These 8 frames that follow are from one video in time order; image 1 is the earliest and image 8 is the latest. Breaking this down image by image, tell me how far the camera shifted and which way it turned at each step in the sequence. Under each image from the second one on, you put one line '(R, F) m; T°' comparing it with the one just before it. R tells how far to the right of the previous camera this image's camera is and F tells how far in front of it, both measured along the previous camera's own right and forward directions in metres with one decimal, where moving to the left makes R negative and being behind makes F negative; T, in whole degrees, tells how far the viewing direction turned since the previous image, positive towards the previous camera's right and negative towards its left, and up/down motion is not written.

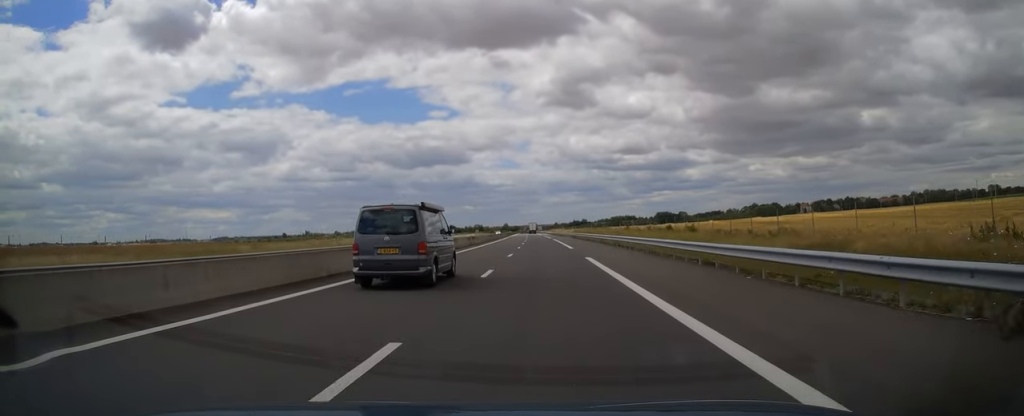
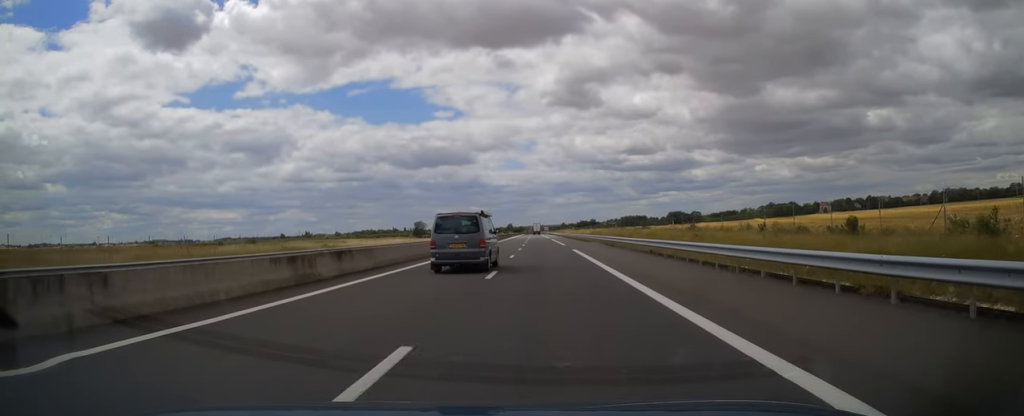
(-0.4, +39.2) m; -1°
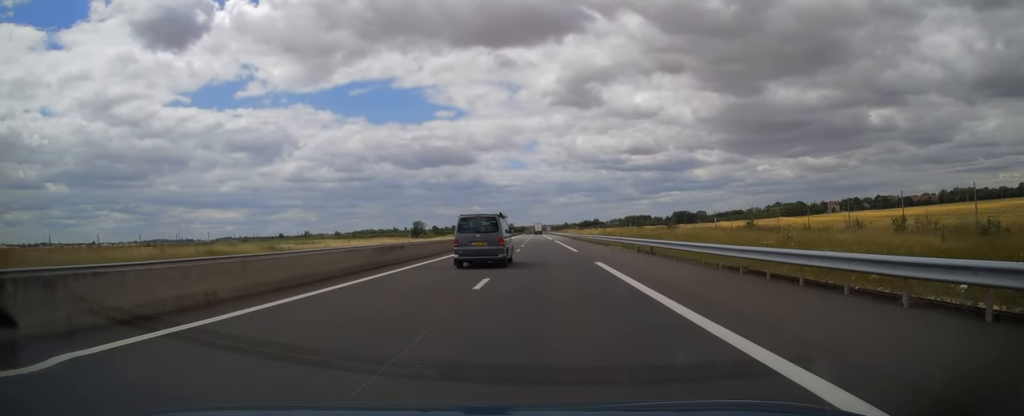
(-0.1, +16.2) m; 0°
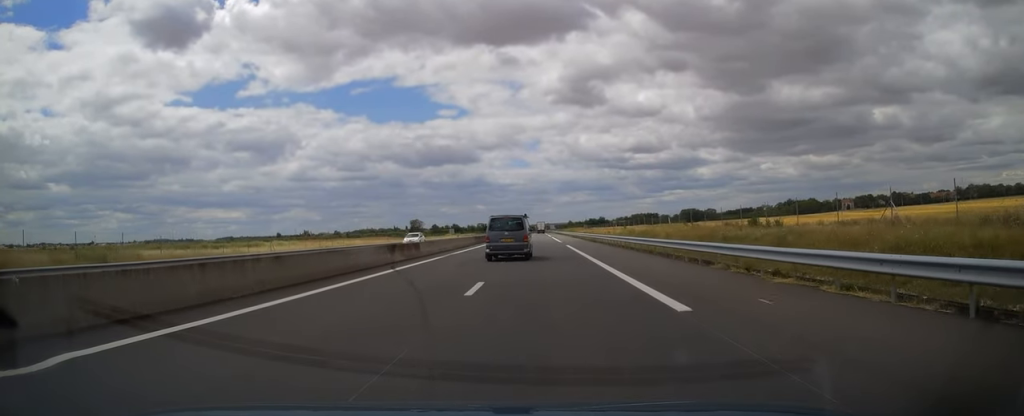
(-0.1, +27.5) m; 0°
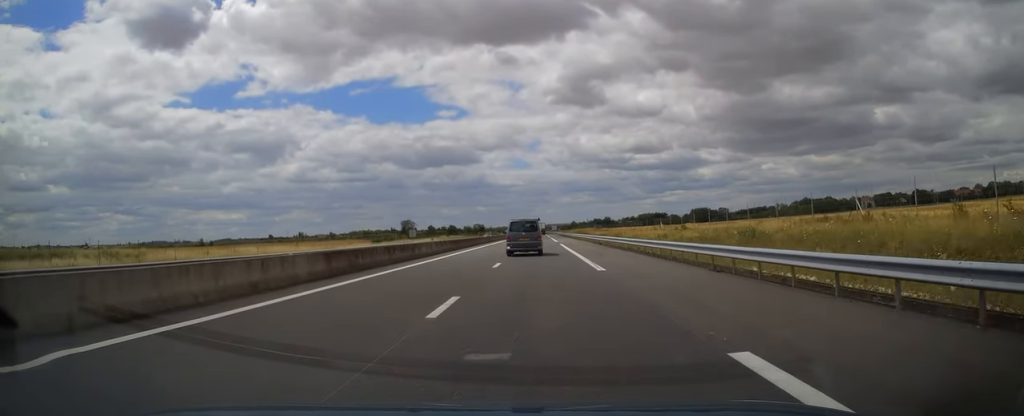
(0.0, +42.2) m; 0°
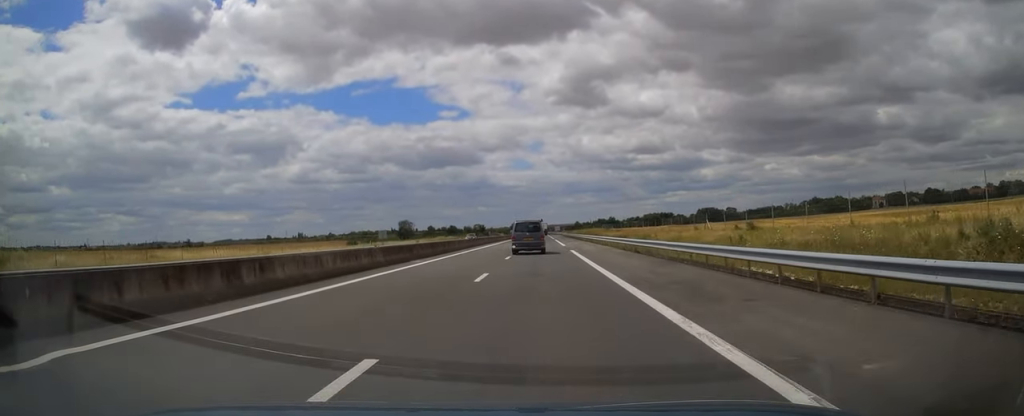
(0.0, +19.1) m; 0°
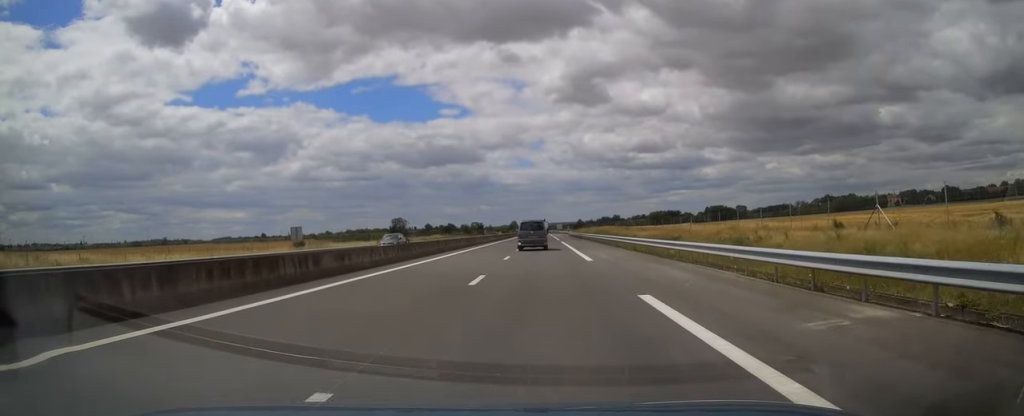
(0.0, +27.5) m; 0°
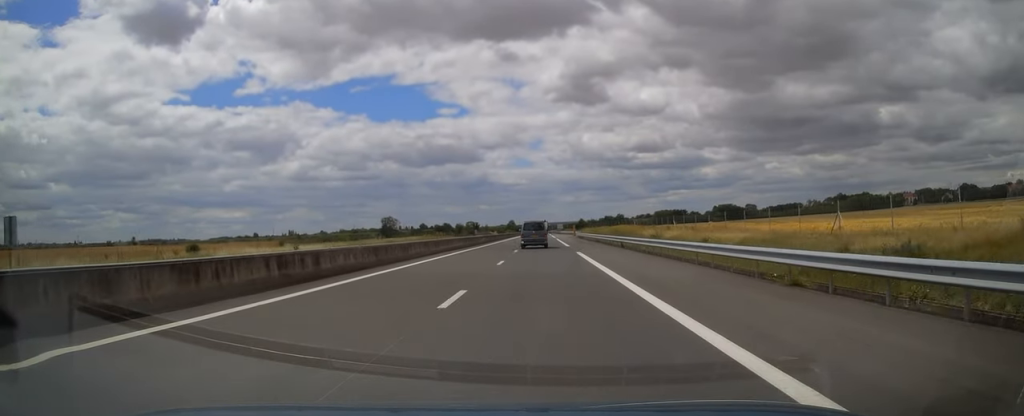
(0.0, +30.4) m; 0°
